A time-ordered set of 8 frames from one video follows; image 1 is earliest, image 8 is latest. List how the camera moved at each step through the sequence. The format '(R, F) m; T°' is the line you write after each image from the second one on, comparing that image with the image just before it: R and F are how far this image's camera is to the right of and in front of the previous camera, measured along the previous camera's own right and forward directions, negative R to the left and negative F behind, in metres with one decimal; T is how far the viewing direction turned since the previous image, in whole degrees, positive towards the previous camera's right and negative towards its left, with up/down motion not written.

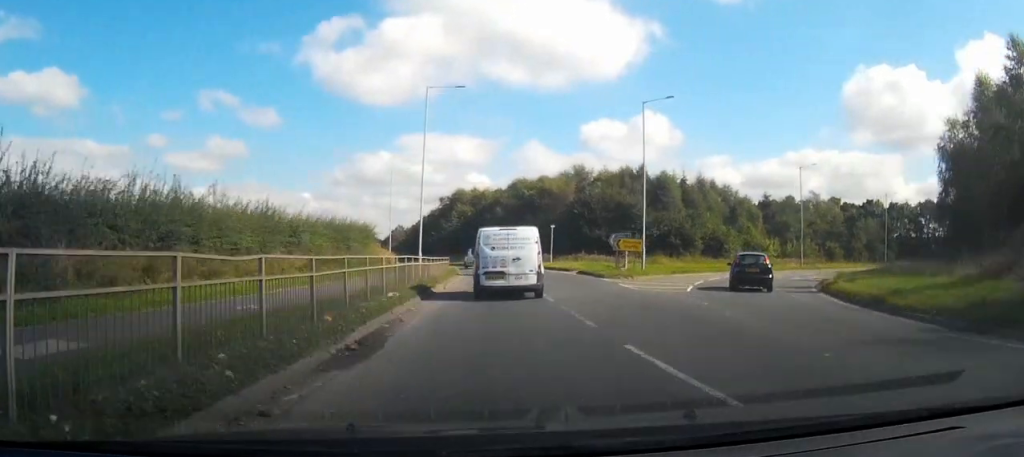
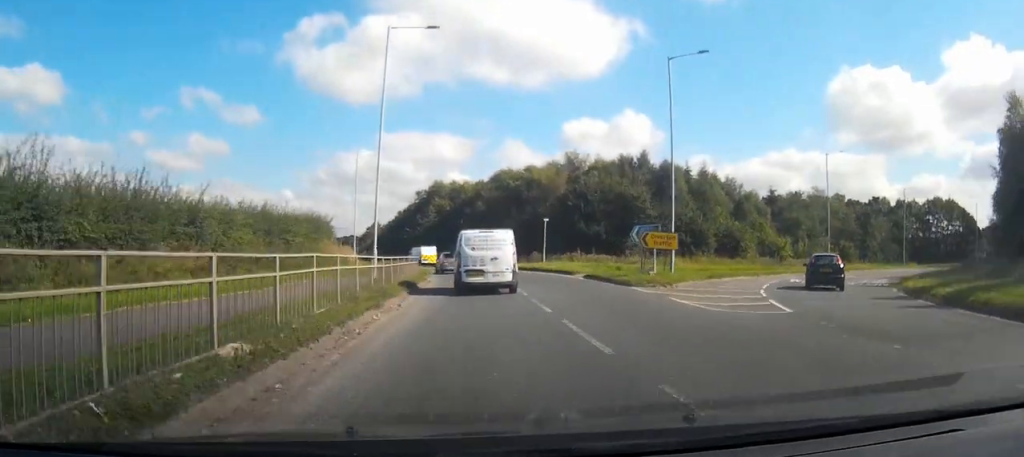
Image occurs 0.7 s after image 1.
(+0.6, +9.2) m; +6°
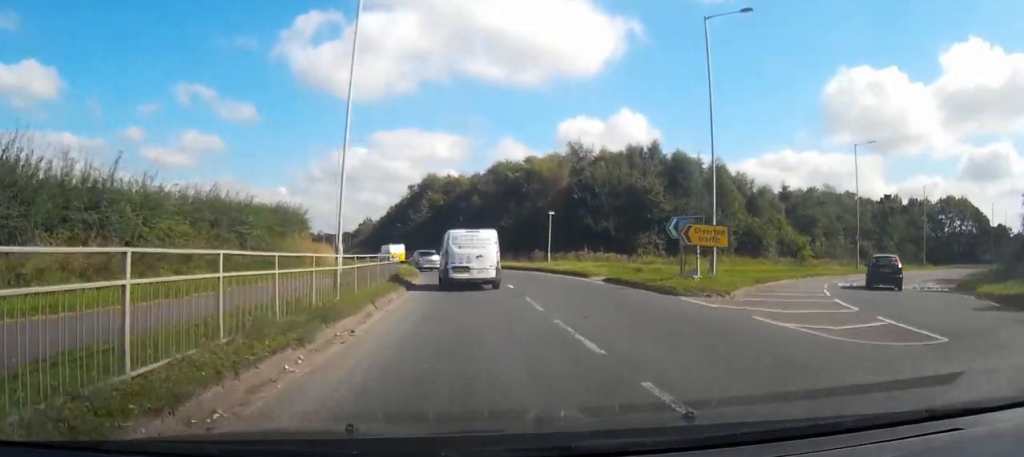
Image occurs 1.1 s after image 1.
(+0.3, +5.7) m; +1°
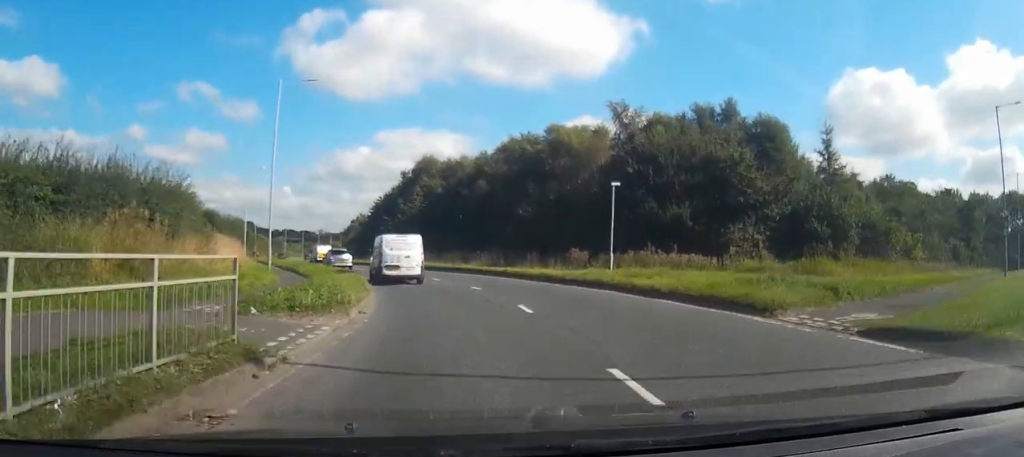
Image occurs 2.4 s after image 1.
(+0.4, +17.5) m; -1°
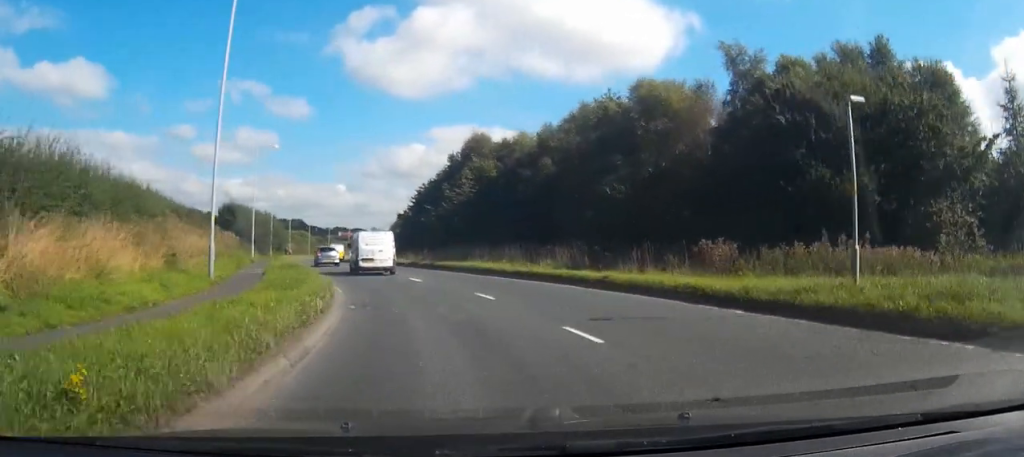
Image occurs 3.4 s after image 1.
(-0.4, +12.9) m; -4°
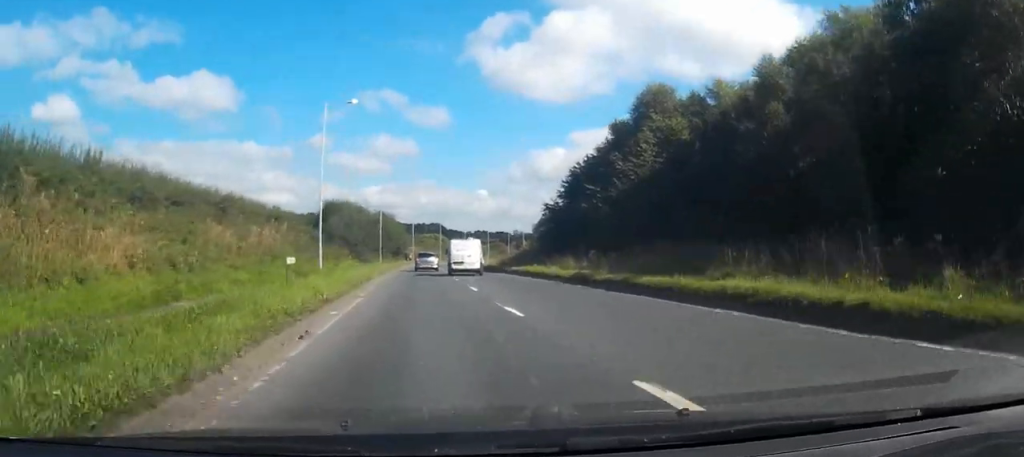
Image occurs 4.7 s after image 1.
(-1.2, +18.9) m; -8°
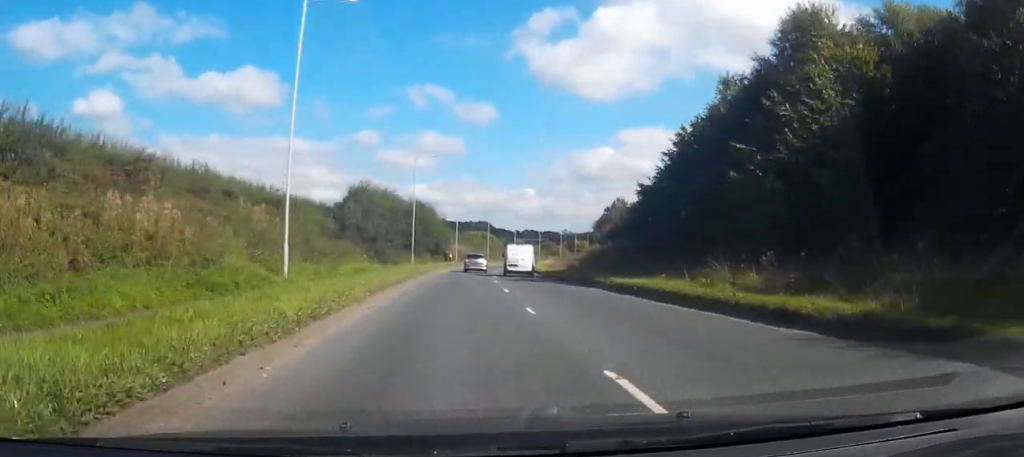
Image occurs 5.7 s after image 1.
(-0.7, +14.5) m; -4°
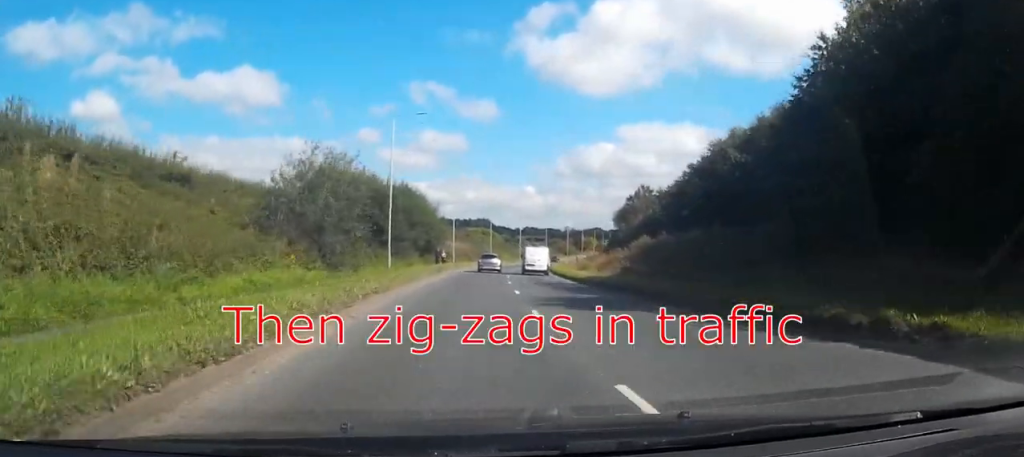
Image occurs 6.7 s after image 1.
(-0.5, +15.9) m; -2°
